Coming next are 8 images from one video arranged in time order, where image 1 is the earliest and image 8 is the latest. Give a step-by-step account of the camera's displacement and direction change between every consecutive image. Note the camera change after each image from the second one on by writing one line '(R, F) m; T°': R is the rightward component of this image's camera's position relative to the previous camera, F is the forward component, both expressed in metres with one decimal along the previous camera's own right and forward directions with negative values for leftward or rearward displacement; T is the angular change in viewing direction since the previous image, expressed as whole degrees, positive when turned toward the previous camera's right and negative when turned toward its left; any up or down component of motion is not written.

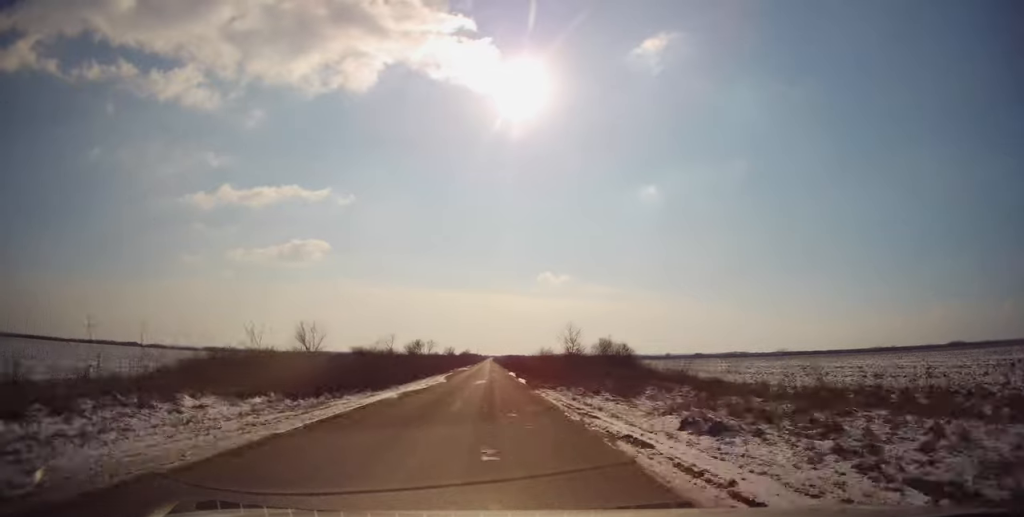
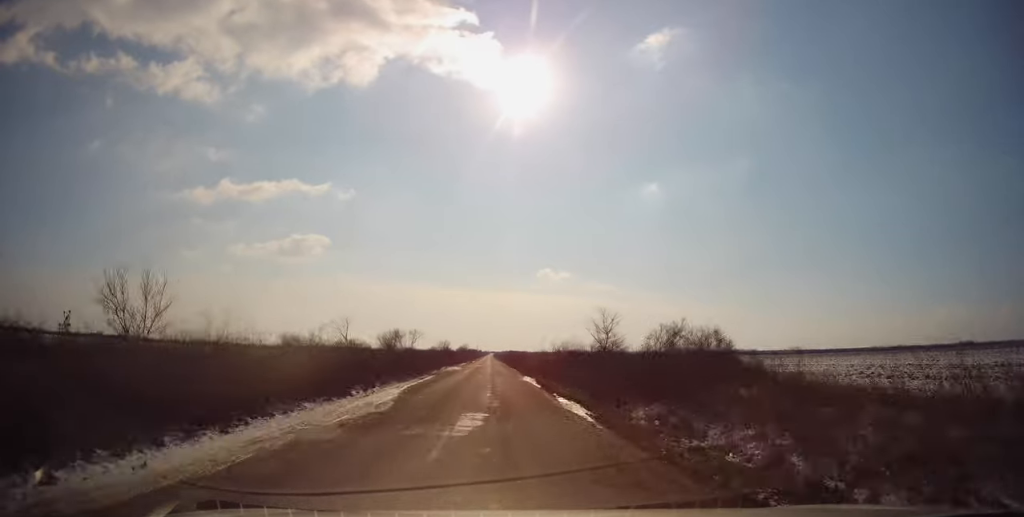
(+0.1, +19.8) m; 0°
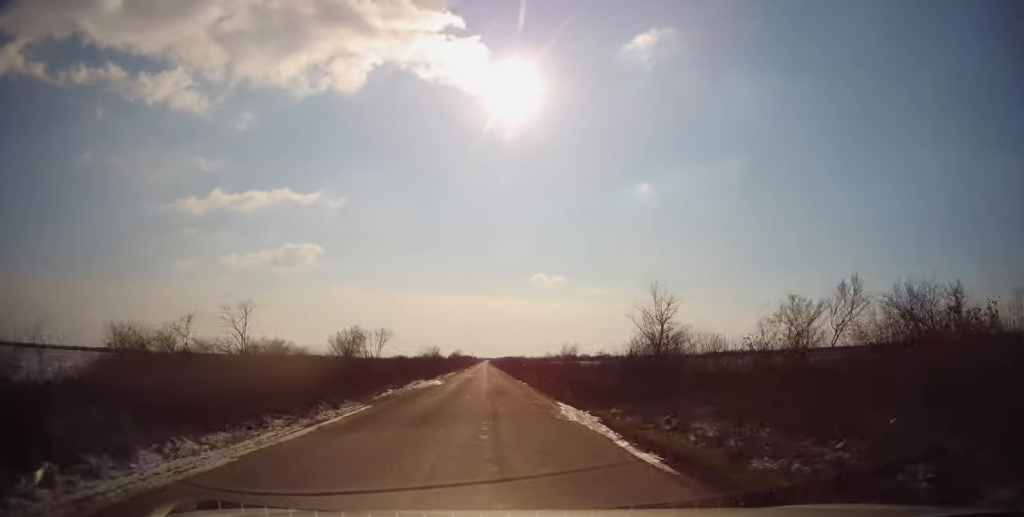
(+0.1, +17.1) m; 0°
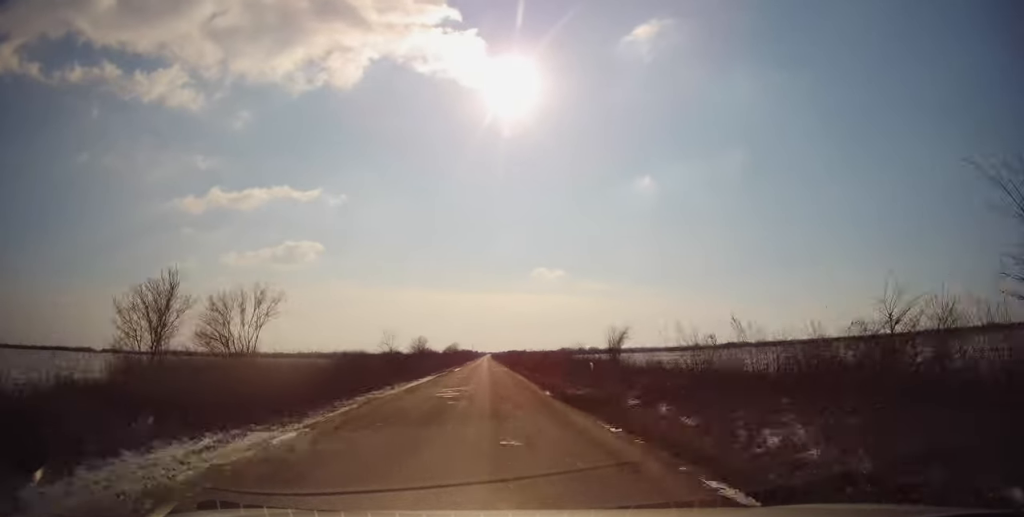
(0.0, +26.6) m; 0°
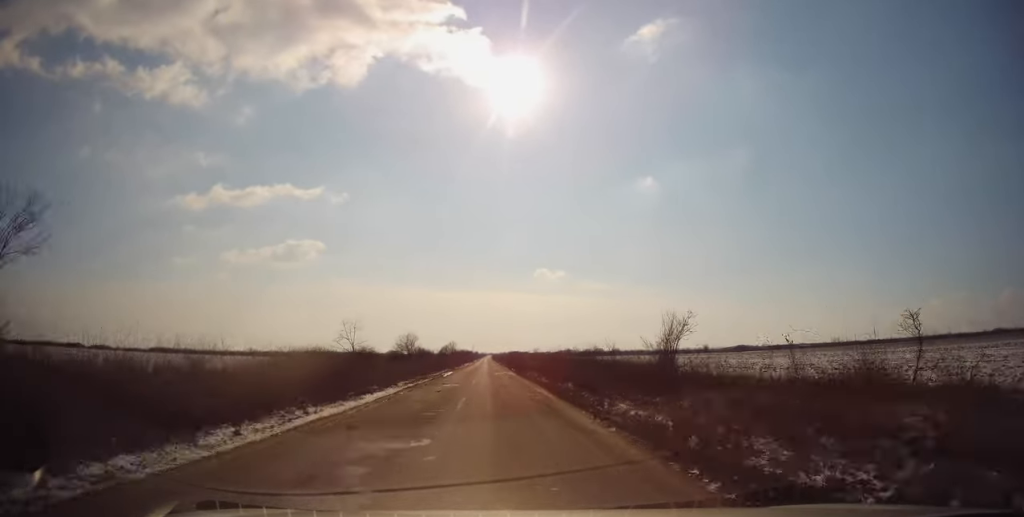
(-0.1, +14.2) m; 0°
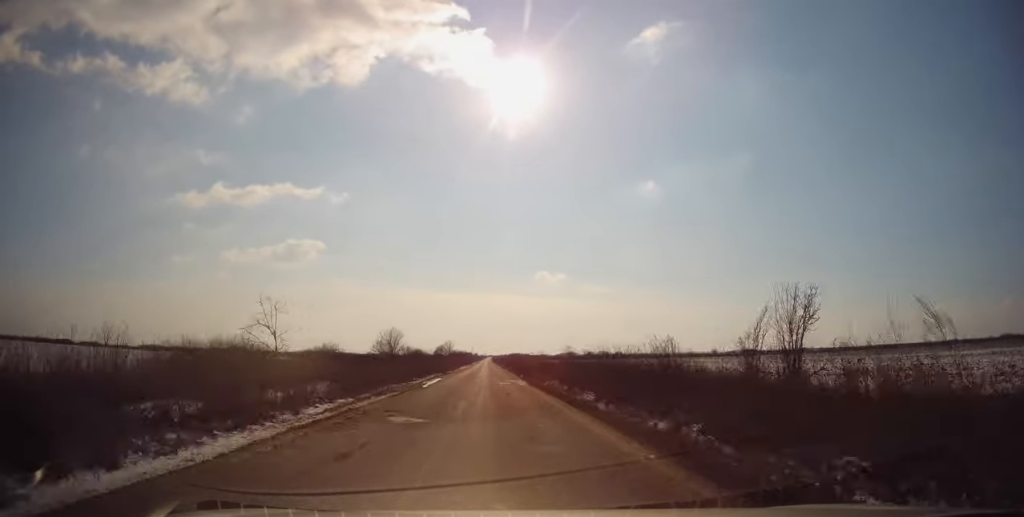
(0.0, +13.1) m; 0°
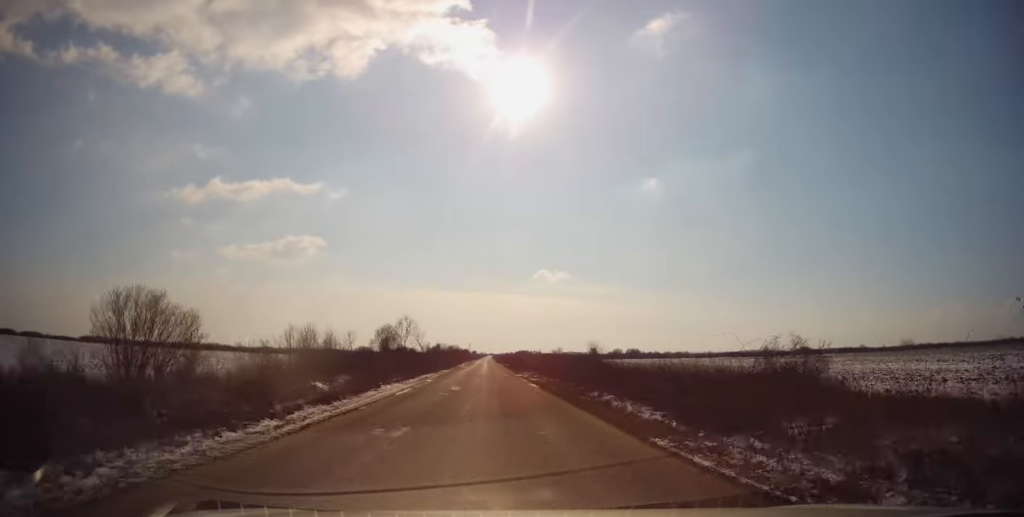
(+0.3, +62.5) m; 0°
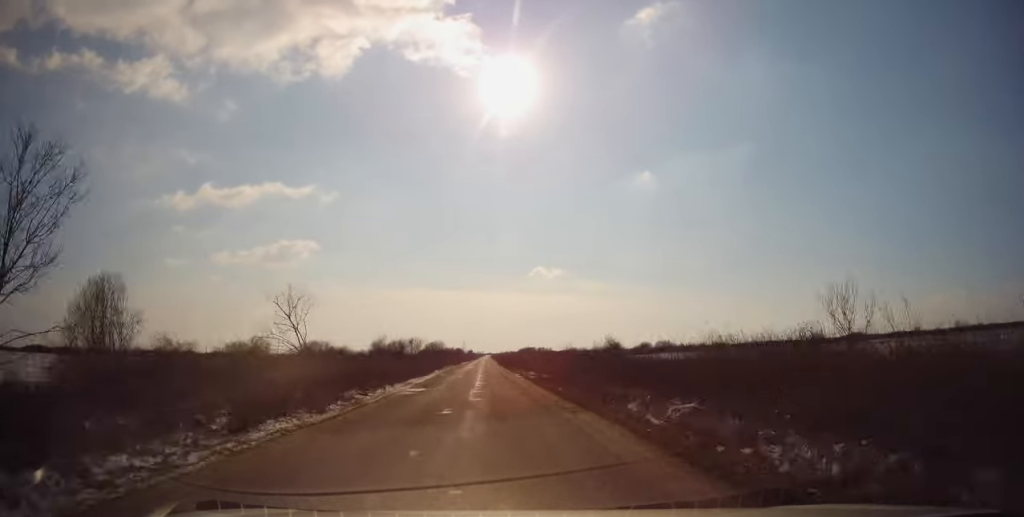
(+0.1, +45.0) m; +1°
